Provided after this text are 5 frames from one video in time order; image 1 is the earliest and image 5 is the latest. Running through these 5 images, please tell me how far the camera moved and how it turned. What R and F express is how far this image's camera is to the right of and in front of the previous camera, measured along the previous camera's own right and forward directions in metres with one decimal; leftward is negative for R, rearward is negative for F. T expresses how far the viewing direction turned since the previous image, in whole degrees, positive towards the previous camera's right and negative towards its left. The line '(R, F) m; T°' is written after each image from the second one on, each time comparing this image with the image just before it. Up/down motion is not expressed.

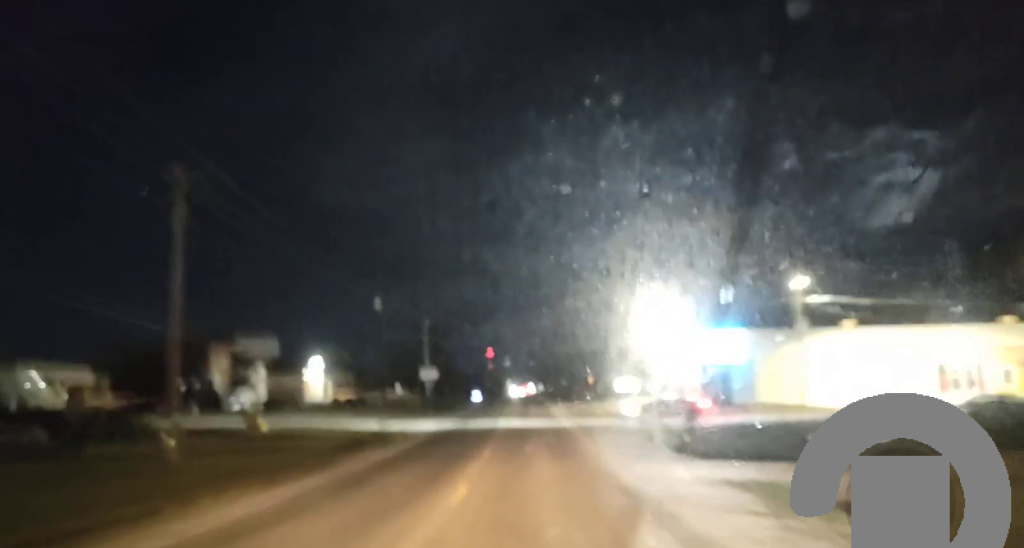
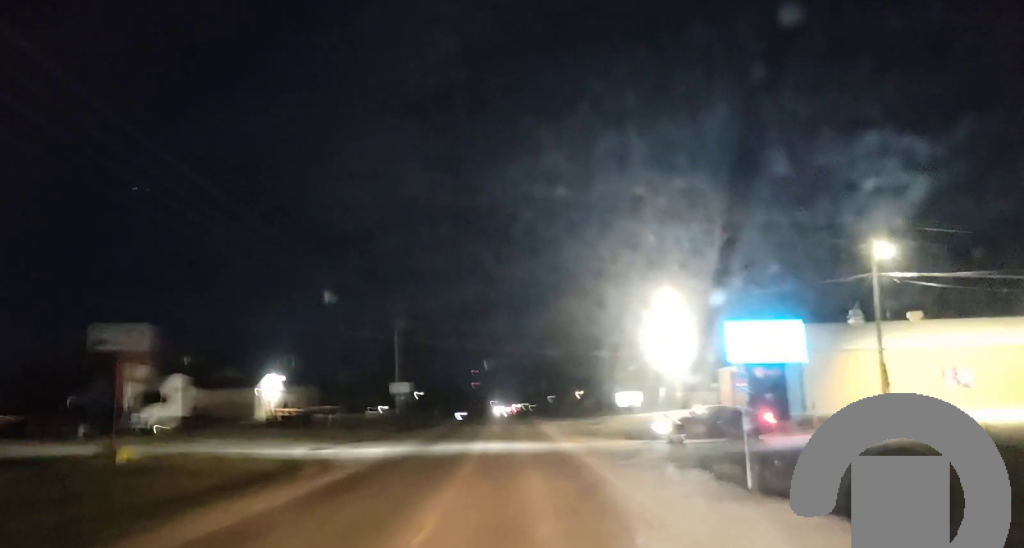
(+0.1, +15.6) m; 0°
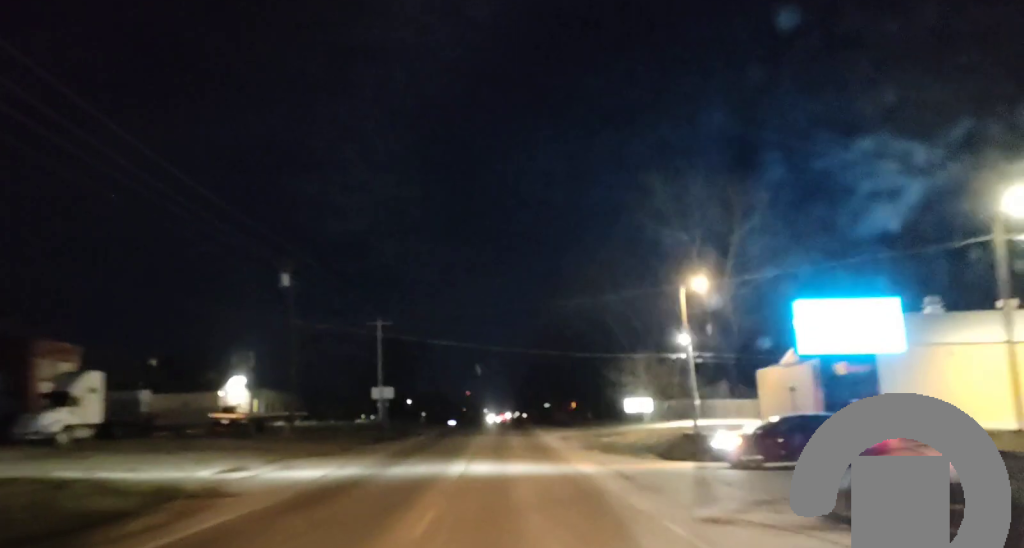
(0.0, +11.8) m; 0°
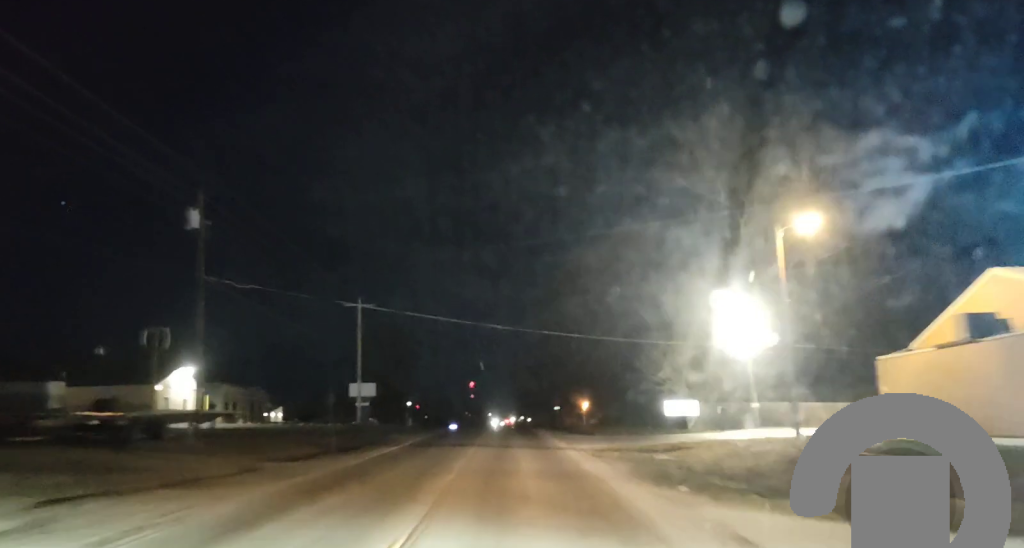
(-0.2, +15.4) m; 0°
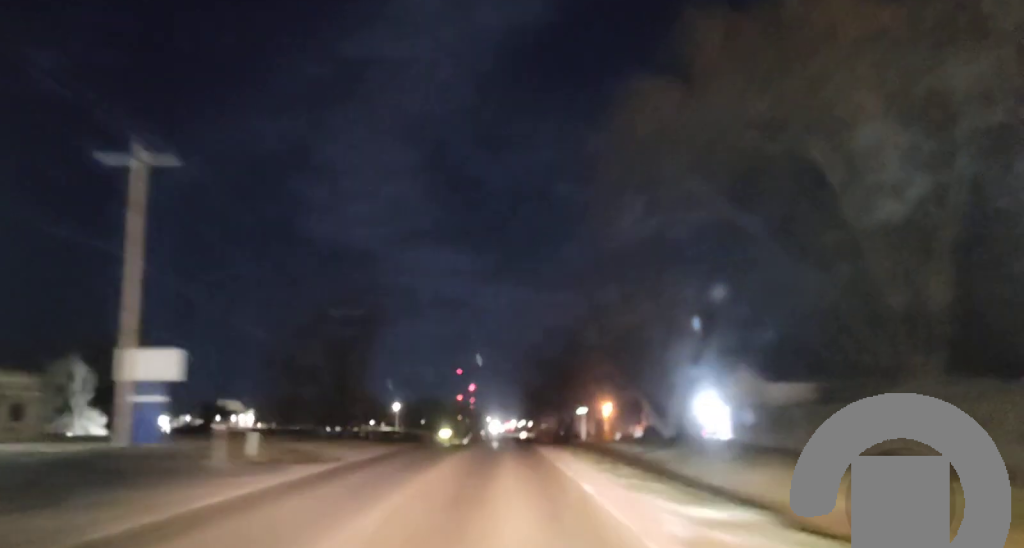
(+2.0, +47.9) m; +3°
